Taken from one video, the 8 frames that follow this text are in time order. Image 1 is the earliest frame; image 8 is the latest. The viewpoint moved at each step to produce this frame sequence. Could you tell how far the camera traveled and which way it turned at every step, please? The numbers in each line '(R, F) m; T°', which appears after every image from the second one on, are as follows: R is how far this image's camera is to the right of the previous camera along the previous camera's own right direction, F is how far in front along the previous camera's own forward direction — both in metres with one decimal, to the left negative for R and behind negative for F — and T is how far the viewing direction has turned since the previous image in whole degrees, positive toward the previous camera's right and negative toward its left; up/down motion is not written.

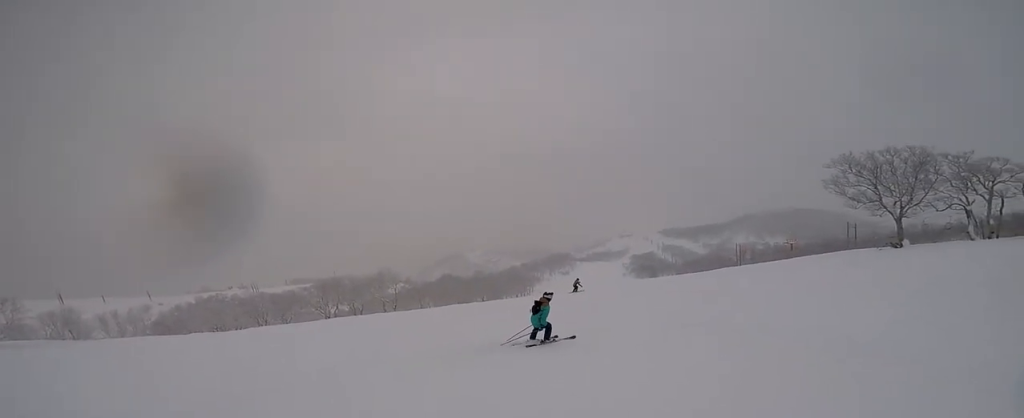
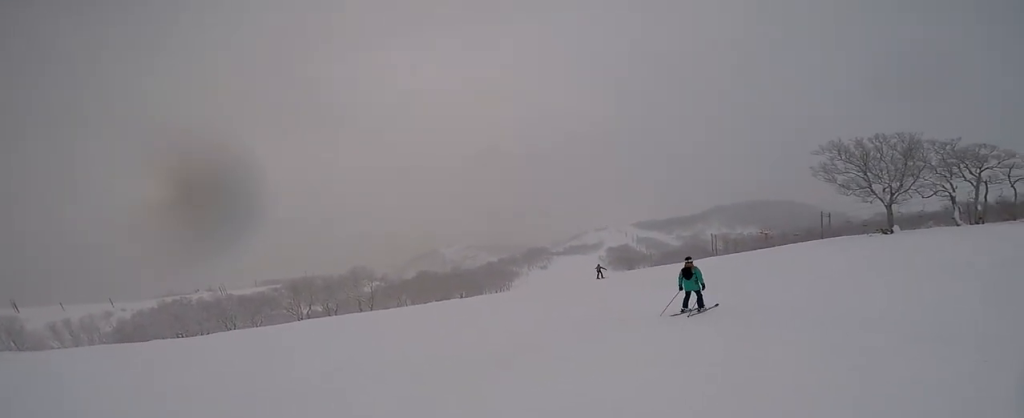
(-0.1, +2.5) m; +15°
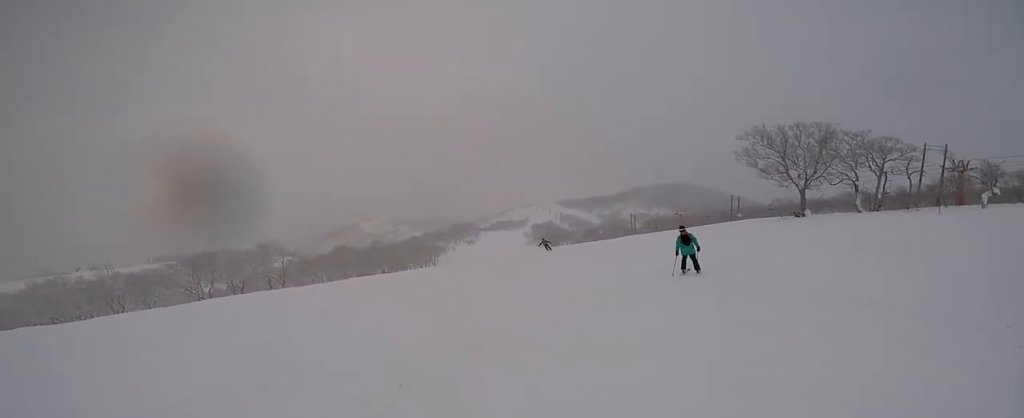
(+0.4, +1.6) m; +16°
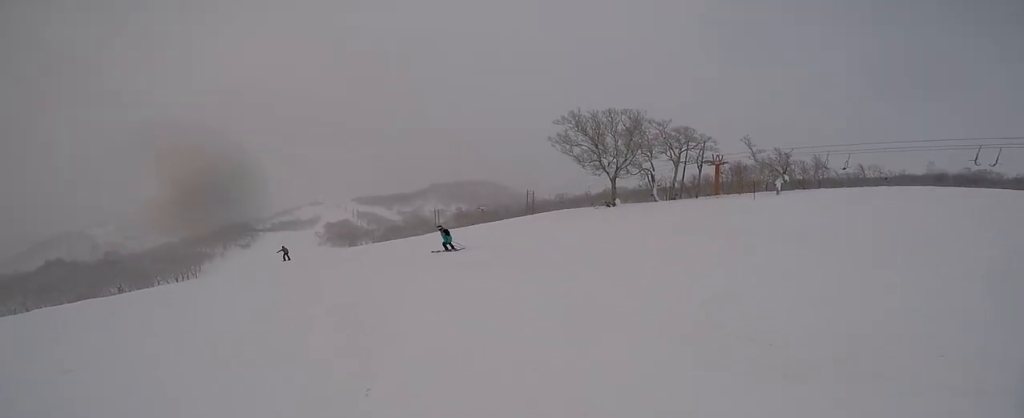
(+2.9, +6.1) m; +17°
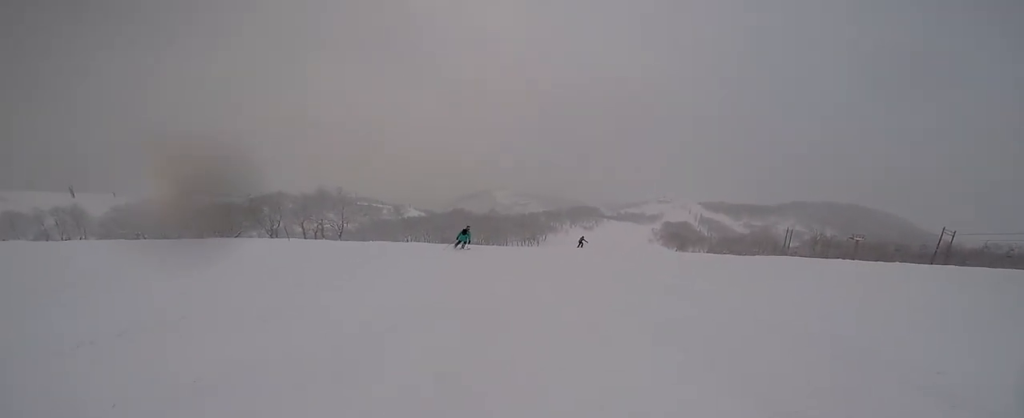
(-4.0, +9.9) m; -40°
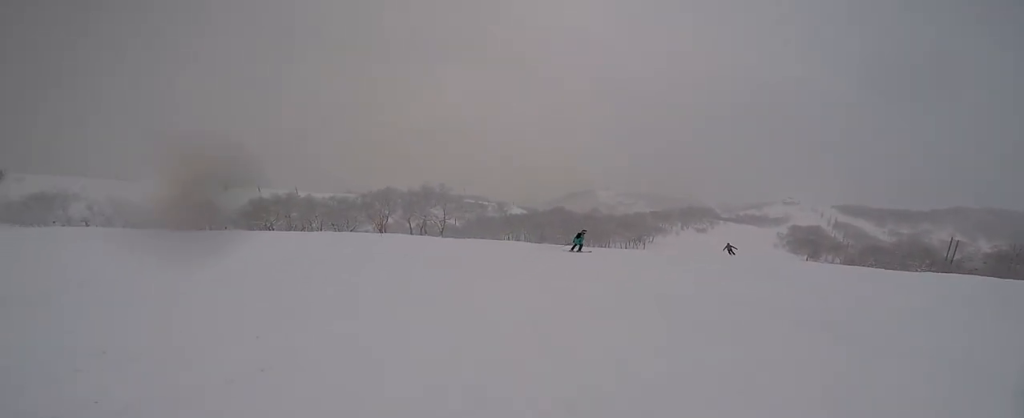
(-0.6, +3.3) m; -16°
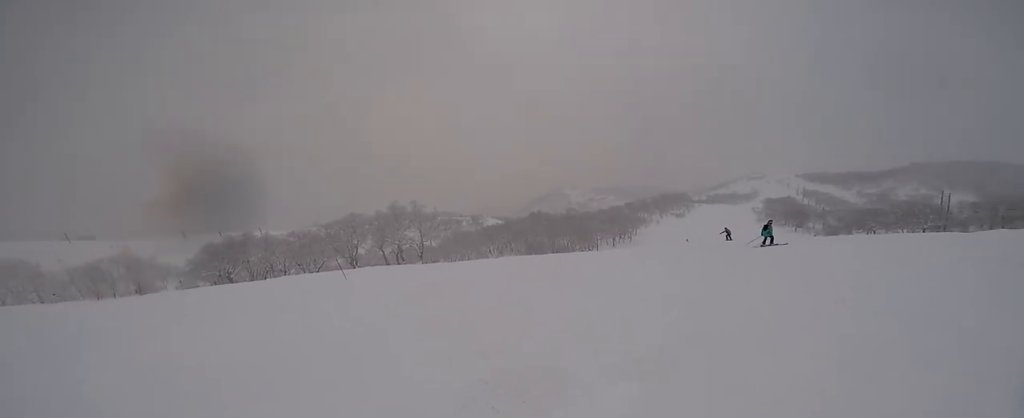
(-0.6, +7.6) m; +8°
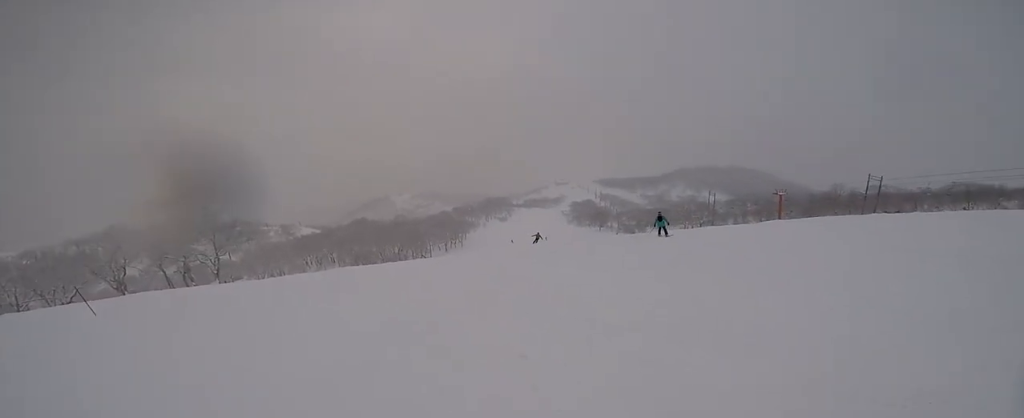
(0.0, +3.4) m; +16°
